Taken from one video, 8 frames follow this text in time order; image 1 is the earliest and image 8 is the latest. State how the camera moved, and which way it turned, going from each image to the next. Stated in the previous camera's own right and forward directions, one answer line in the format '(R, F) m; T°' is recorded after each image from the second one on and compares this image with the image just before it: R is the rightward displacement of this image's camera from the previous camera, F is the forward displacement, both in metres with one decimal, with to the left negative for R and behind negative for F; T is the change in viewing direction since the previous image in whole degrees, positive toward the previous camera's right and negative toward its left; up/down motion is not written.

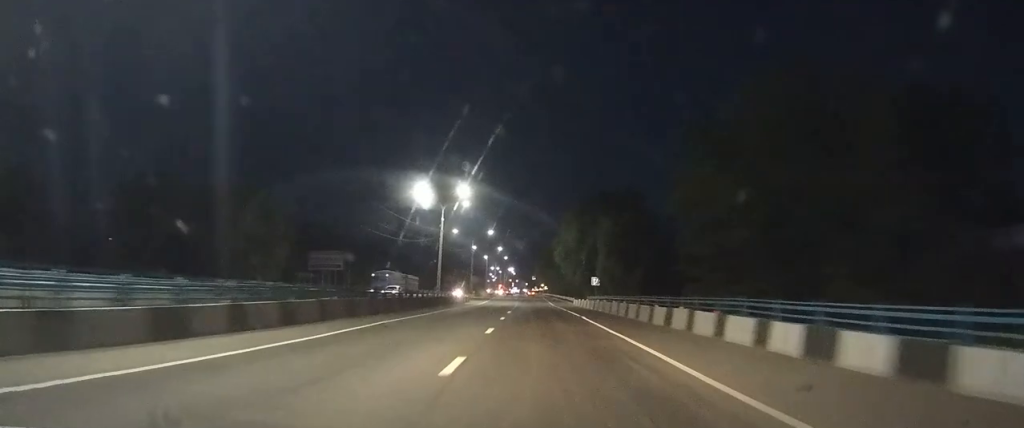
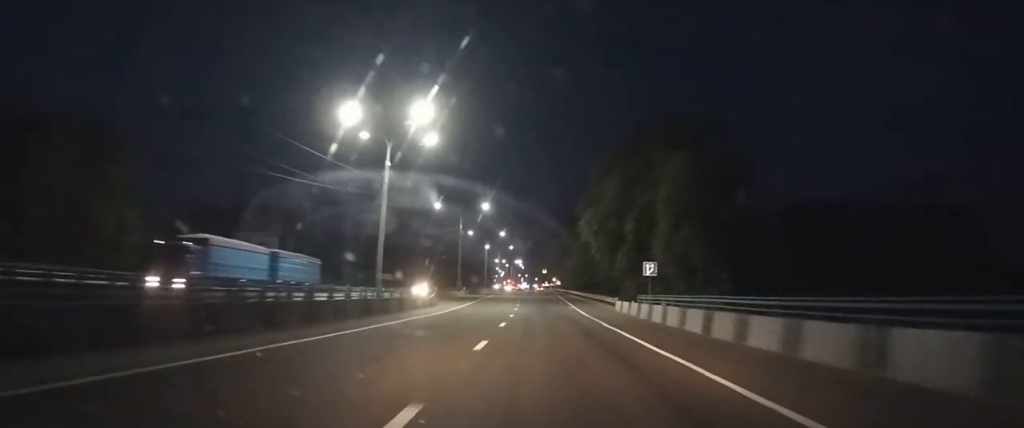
(0.0, +28.1) m; 0°
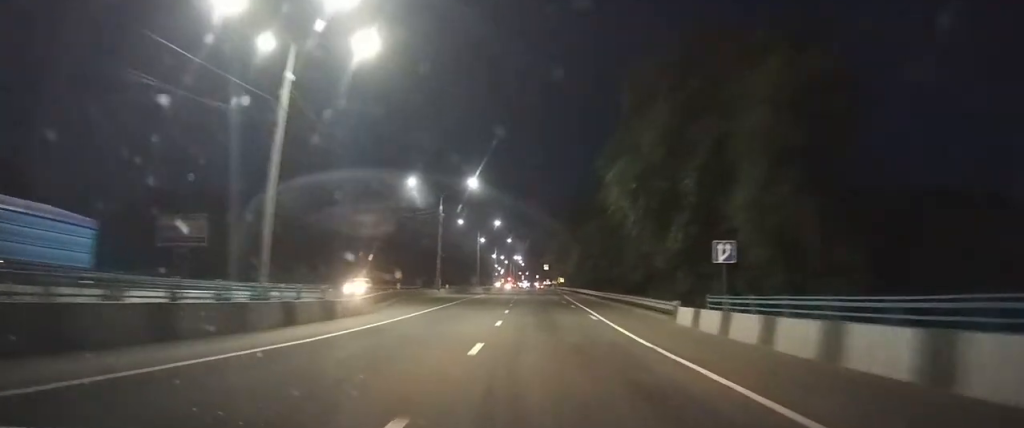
(-0.1, +16.4) m; -1°
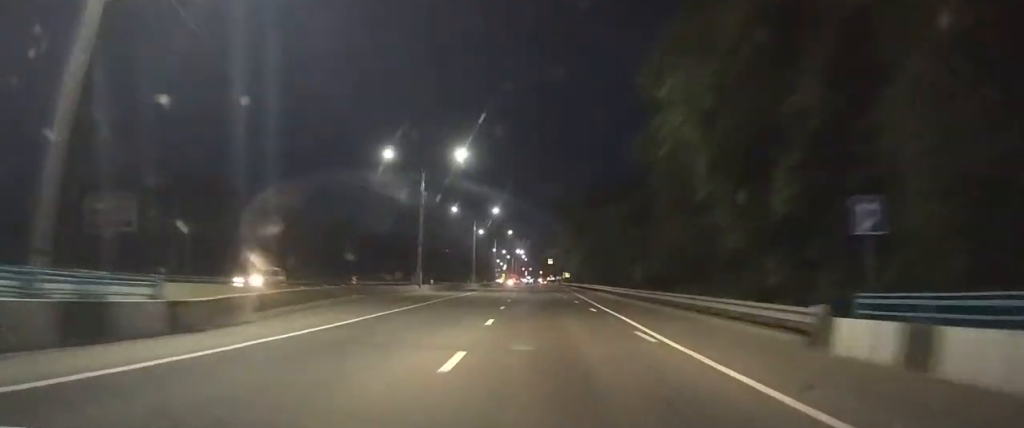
(-0.1, +11.2) m; 0°
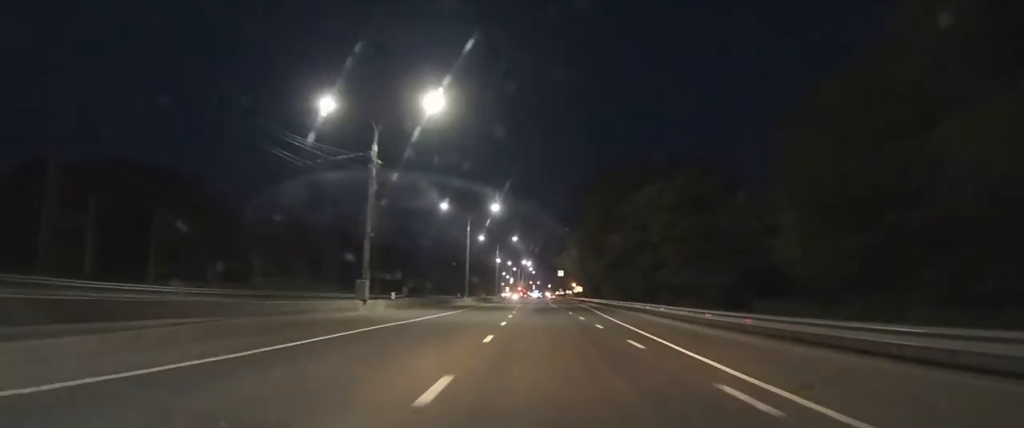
(+0.1, +17.4) m; 0°
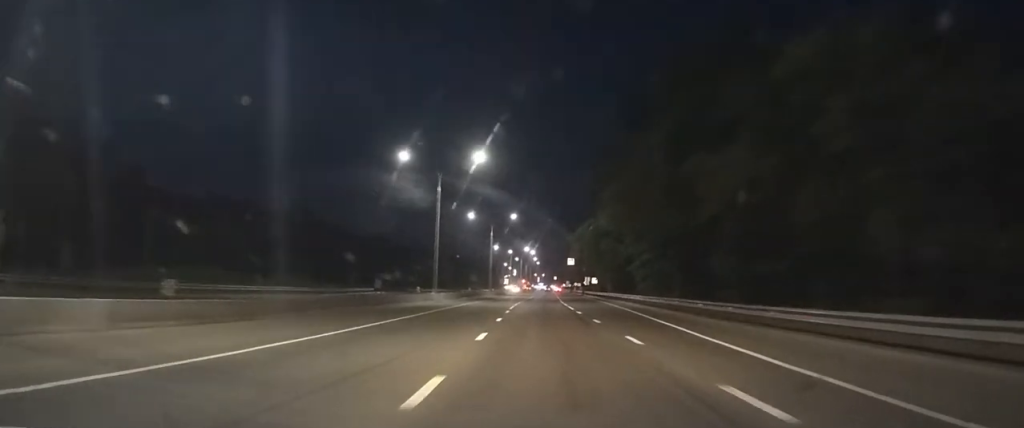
(0.0, +24.3) m; -1°
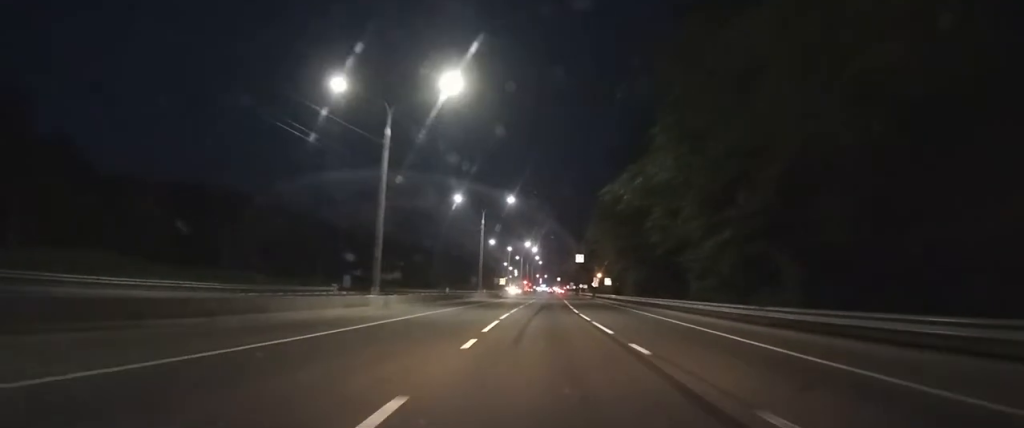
(-0.2, +17.7) m; -1°
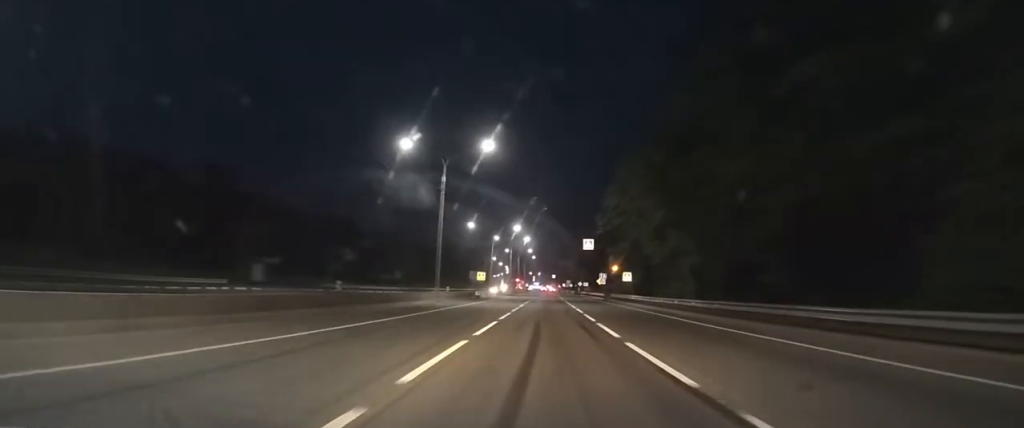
(0.0, +25.9) m; 0°
